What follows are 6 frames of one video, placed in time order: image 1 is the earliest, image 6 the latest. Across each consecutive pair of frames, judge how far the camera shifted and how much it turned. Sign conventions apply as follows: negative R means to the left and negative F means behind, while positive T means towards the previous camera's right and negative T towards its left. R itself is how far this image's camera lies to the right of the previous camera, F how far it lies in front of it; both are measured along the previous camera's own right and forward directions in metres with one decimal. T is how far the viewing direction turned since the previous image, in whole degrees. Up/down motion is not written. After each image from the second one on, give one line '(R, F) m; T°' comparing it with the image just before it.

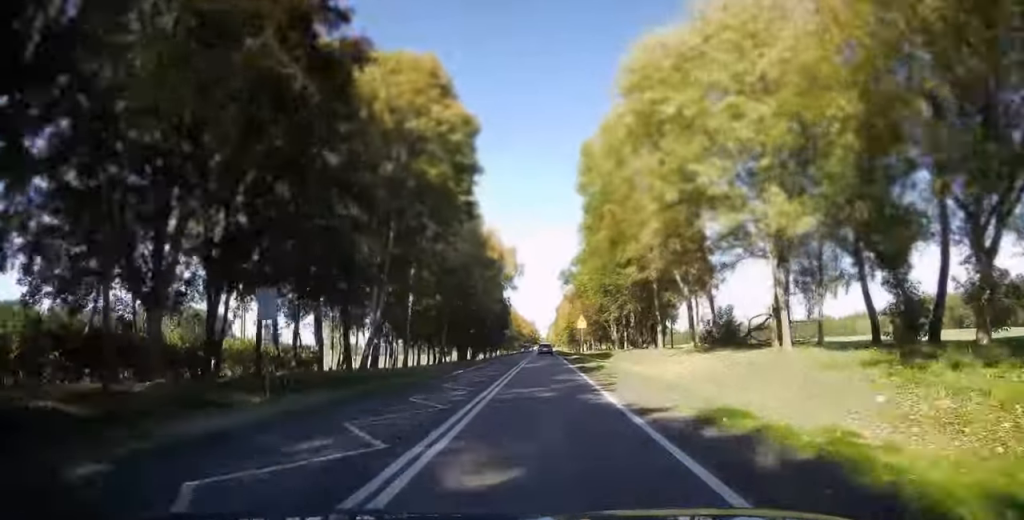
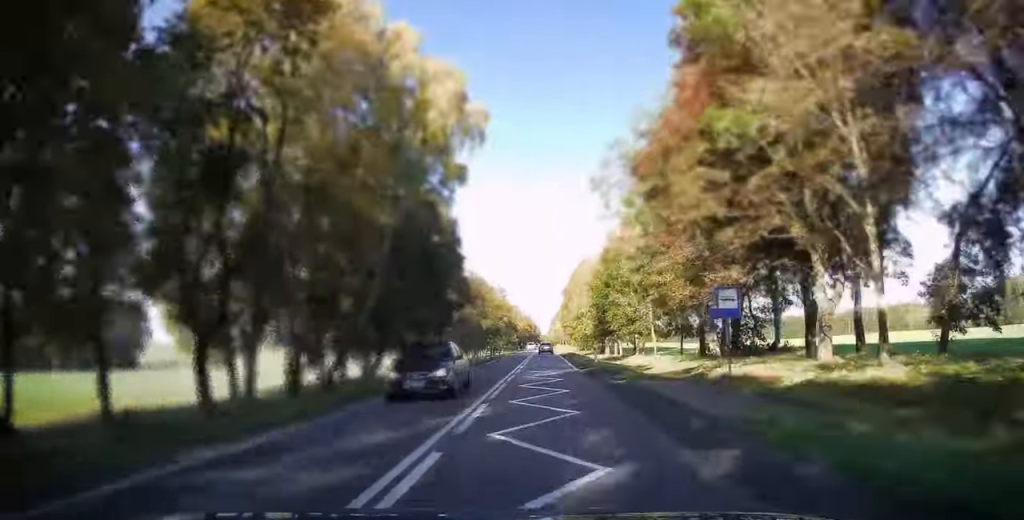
(0.0, +64.5) m; 0°
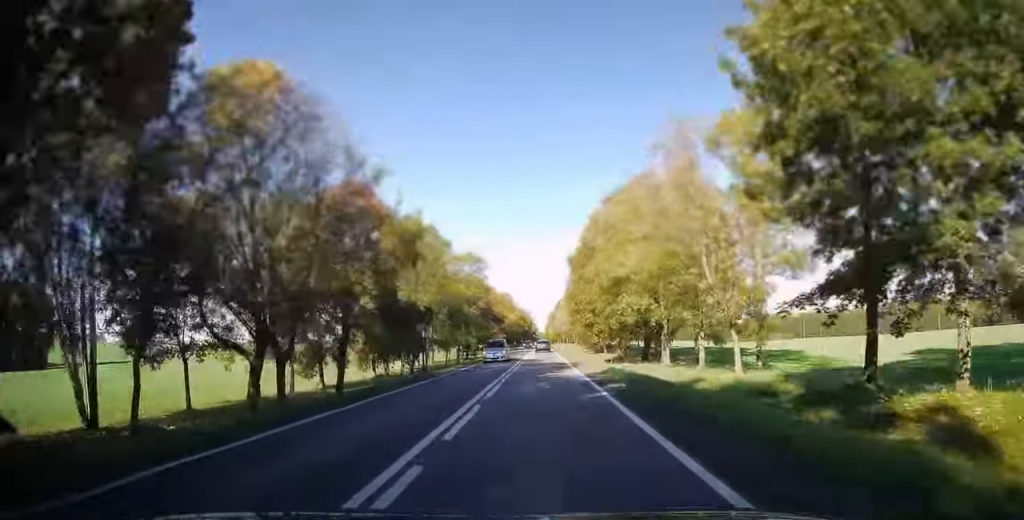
(-0.2, +47.8) m; 0°
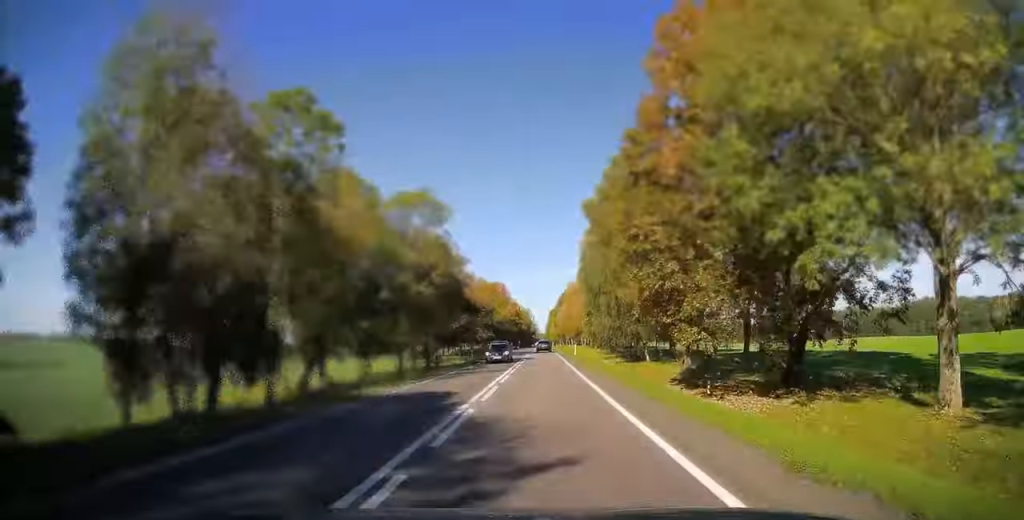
(-0.1, +36.0) m; 0°
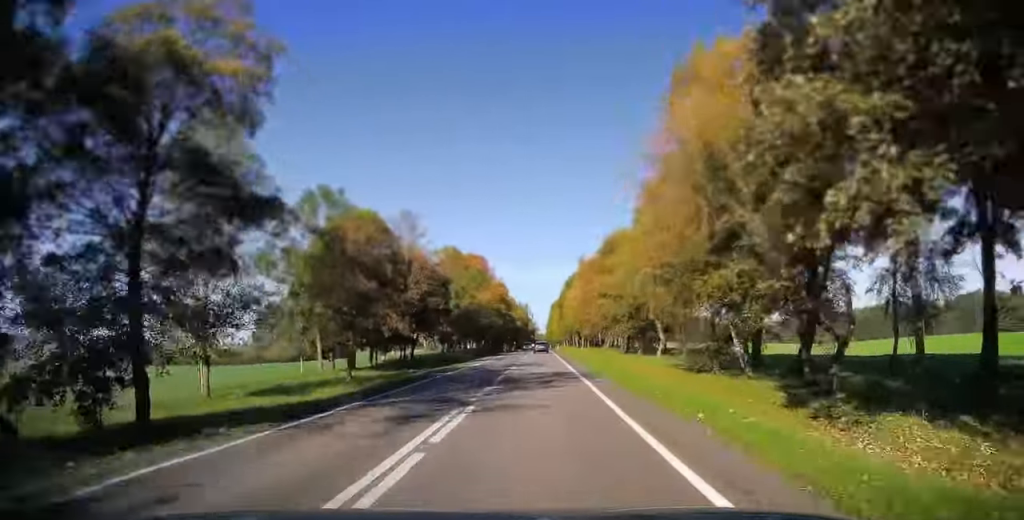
(0.0, +52.1) m; 0°
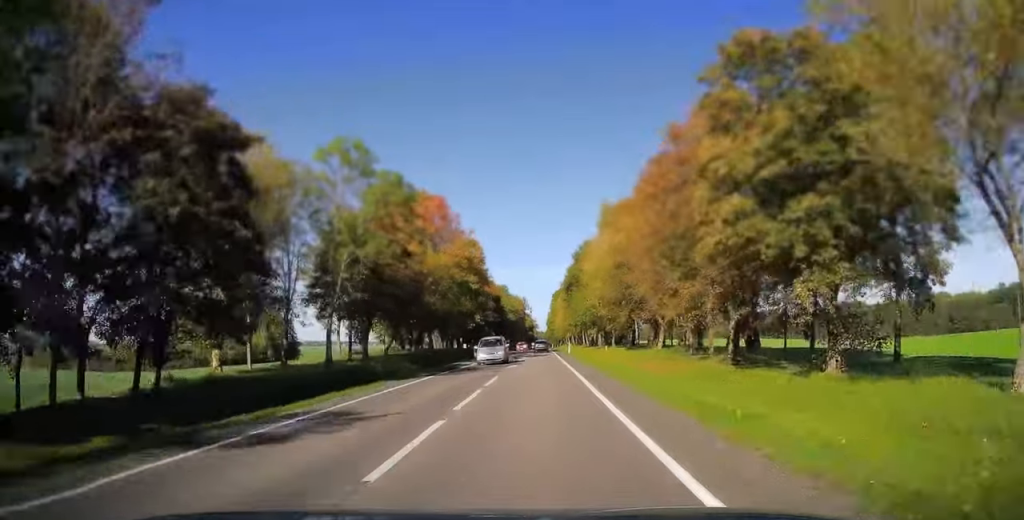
(+0.1, +43.3) m; 0°
